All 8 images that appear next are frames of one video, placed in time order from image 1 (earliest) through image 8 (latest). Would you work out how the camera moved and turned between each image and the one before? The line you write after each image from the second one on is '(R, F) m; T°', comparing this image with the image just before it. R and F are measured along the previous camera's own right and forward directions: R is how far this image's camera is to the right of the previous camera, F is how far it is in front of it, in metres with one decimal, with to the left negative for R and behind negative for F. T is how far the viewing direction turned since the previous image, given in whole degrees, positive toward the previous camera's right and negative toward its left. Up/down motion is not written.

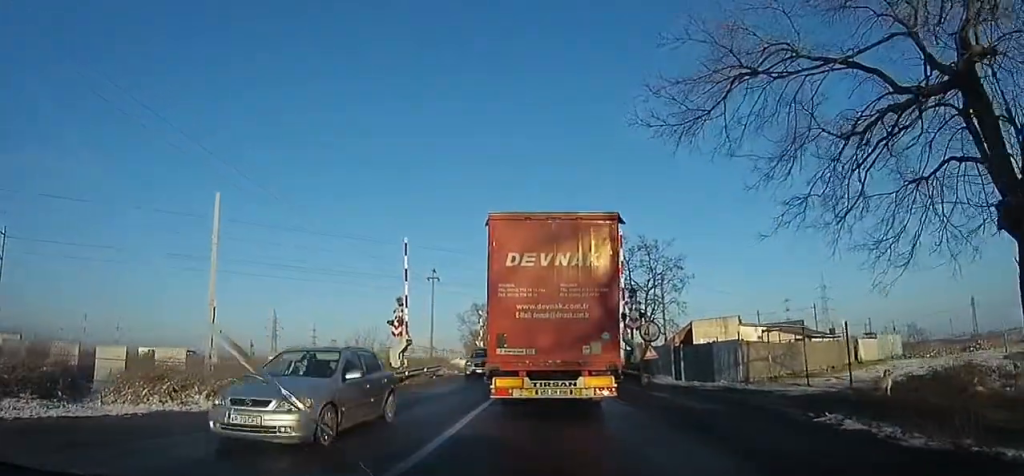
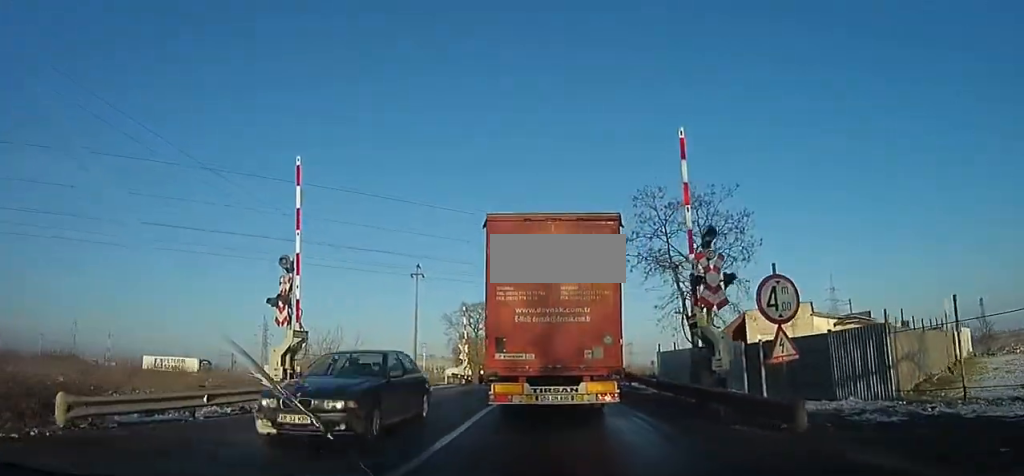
(-1.0, +11.9) m; +2°
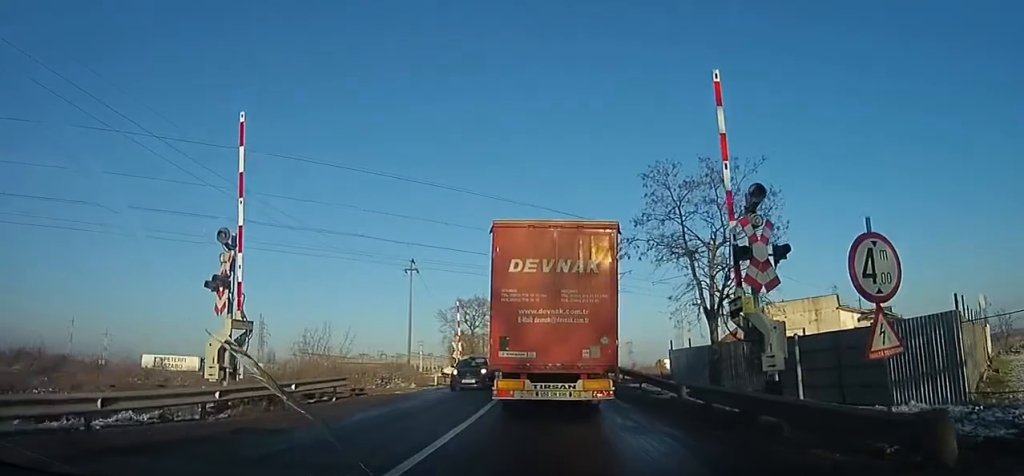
(+0.1, +2.8) m; +2°
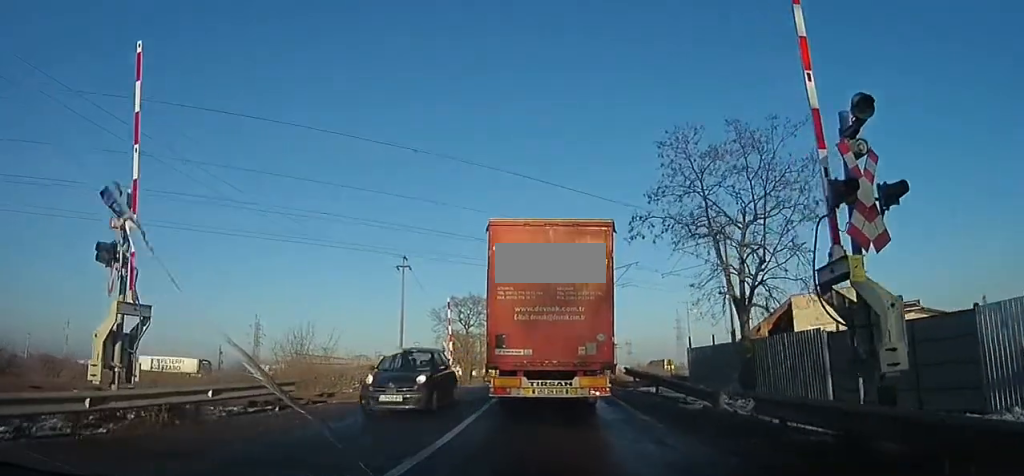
(+0.4, +2.7) m; -2°
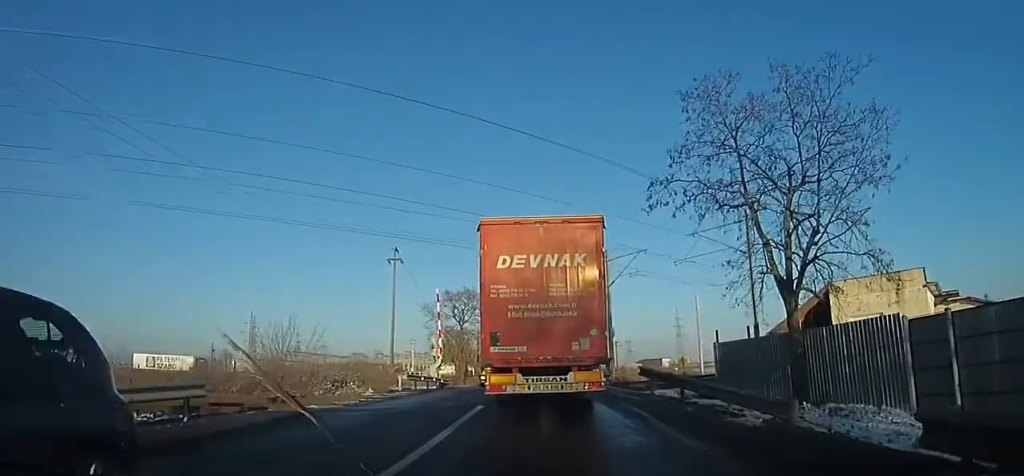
(+0.1, +2.9) m; -1°
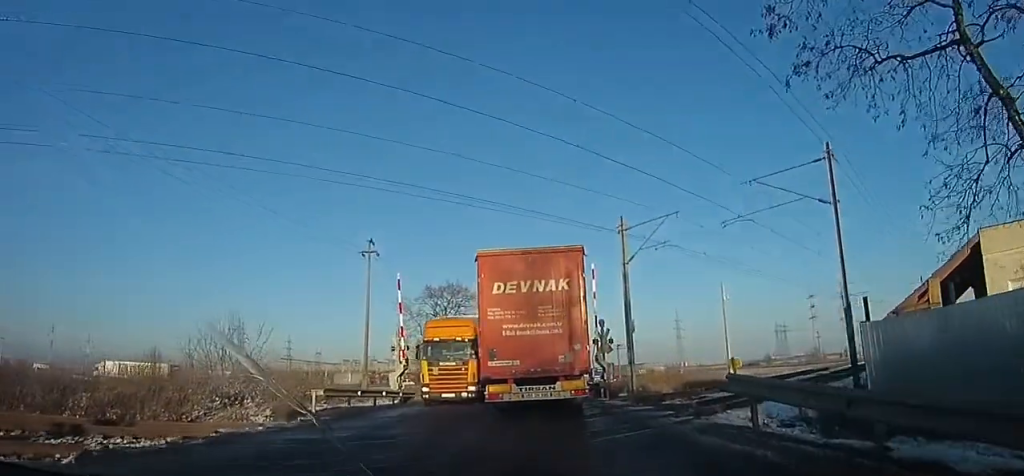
(-0.2, +8.4) m; +2°
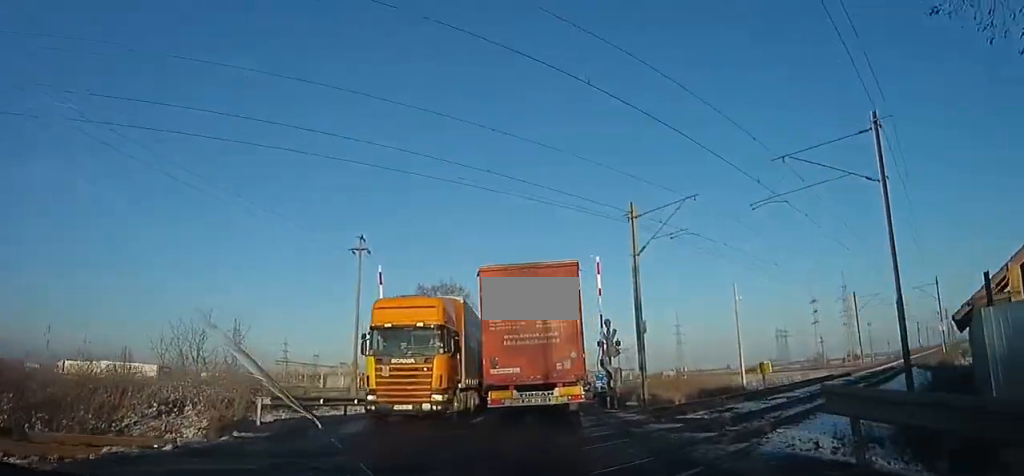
(+0.5, +3.0) m; +1°
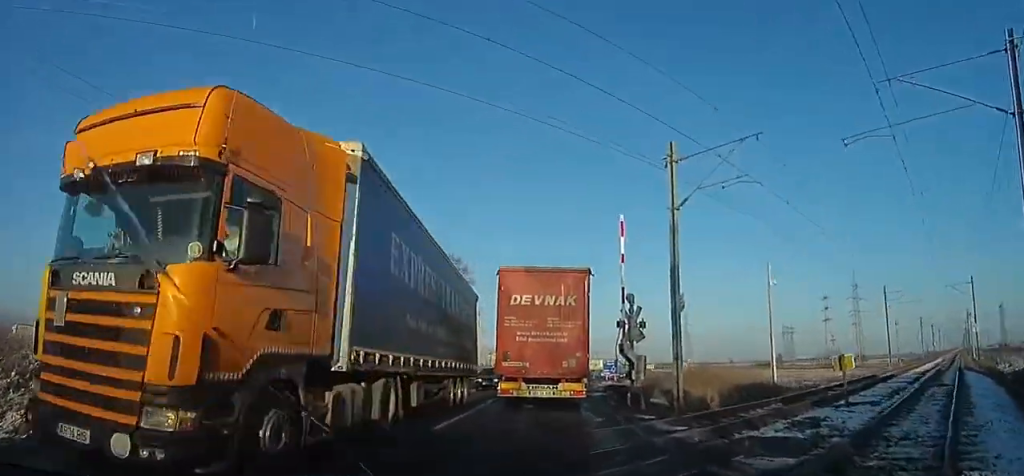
(-0.4, +5.1) m; +1°
